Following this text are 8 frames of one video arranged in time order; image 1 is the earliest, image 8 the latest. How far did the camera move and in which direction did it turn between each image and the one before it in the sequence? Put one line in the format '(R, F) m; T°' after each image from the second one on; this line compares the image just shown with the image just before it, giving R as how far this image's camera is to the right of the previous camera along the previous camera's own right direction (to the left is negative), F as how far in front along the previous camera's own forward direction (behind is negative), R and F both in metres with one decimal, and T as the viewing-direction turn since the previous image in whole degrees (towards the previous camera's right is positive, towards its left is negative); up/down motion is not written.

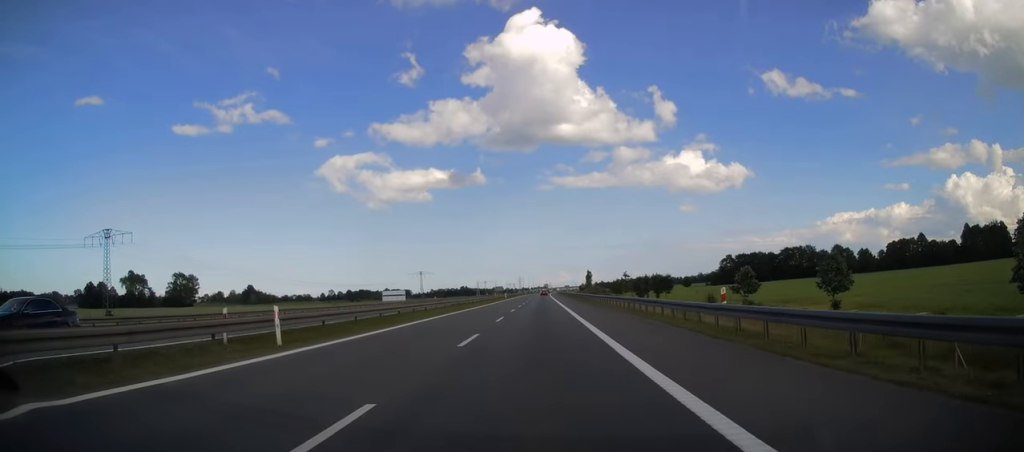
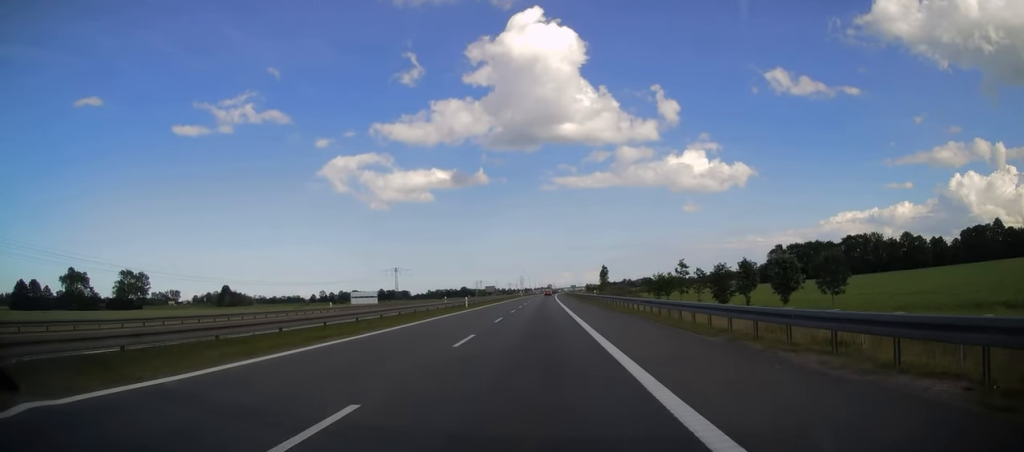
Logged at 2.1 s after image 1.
(+0.8, +59.3) m; +1°
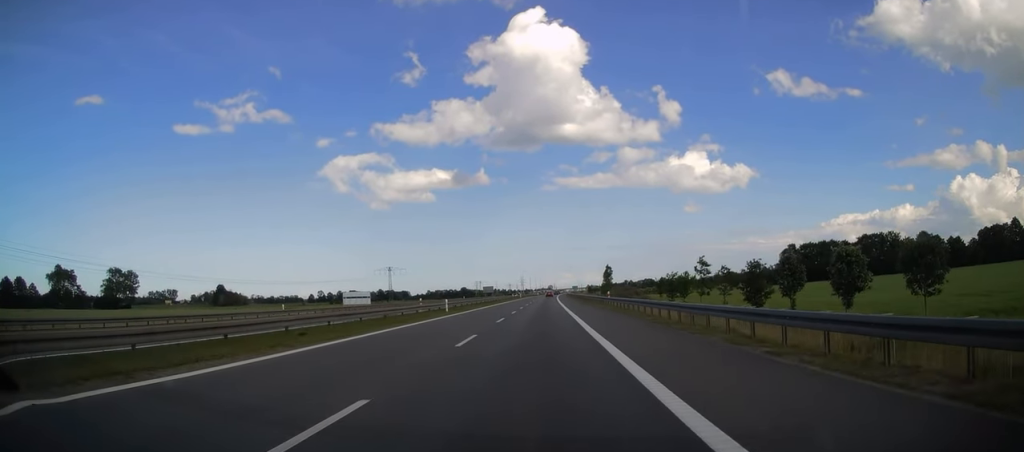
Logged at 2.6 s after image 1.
(-0.2, +11.6) m; 0°
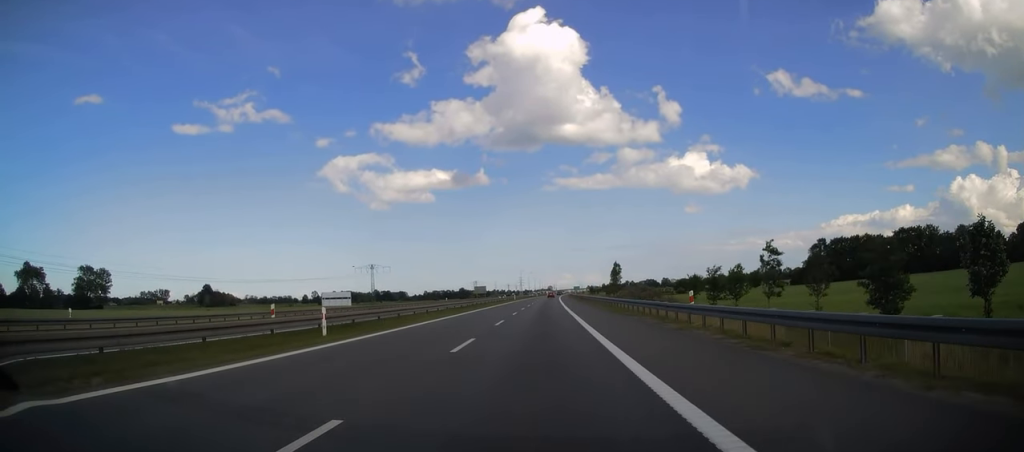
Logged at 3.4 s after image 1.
(-0.2, +25.0) m; 0°
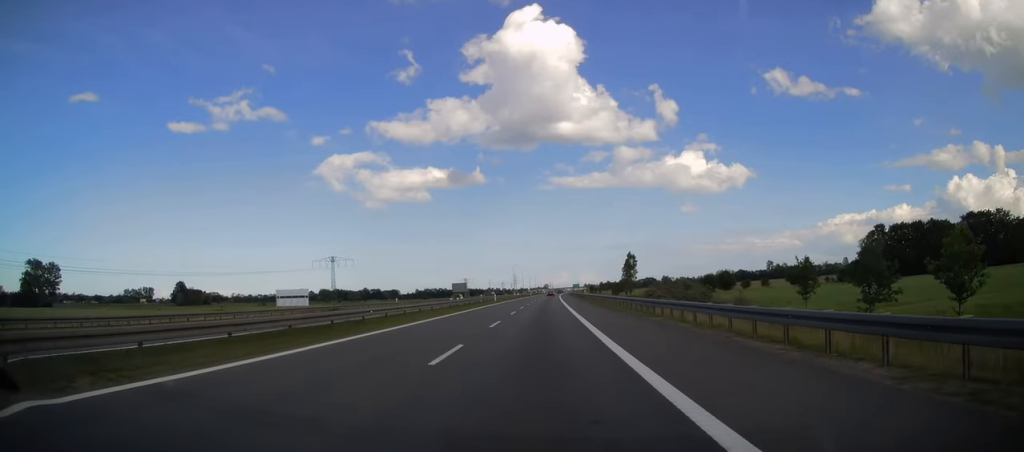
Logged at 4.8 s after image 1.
(+0.5, +38.5) m; +1°
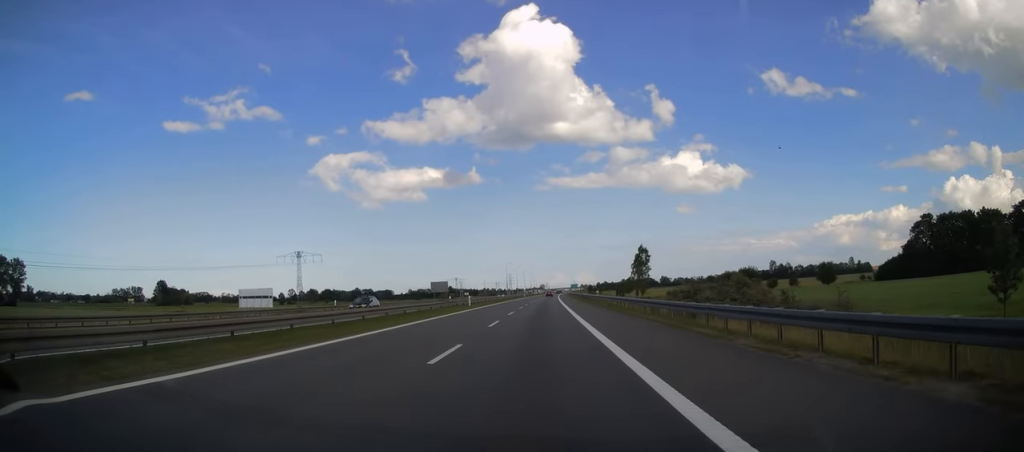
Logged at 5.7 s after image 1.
(-0.2, +23.6) m; 0°
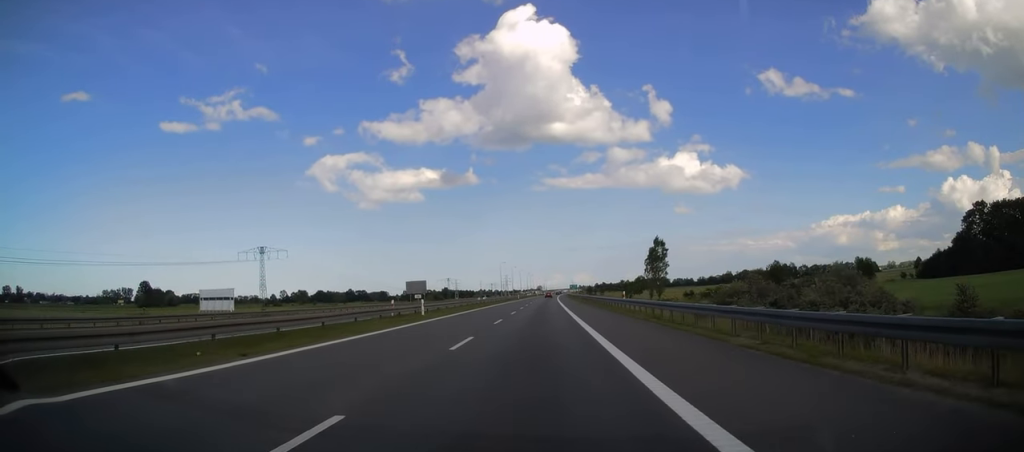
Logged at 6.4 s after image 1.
(0.0, +20.9) m; 0°
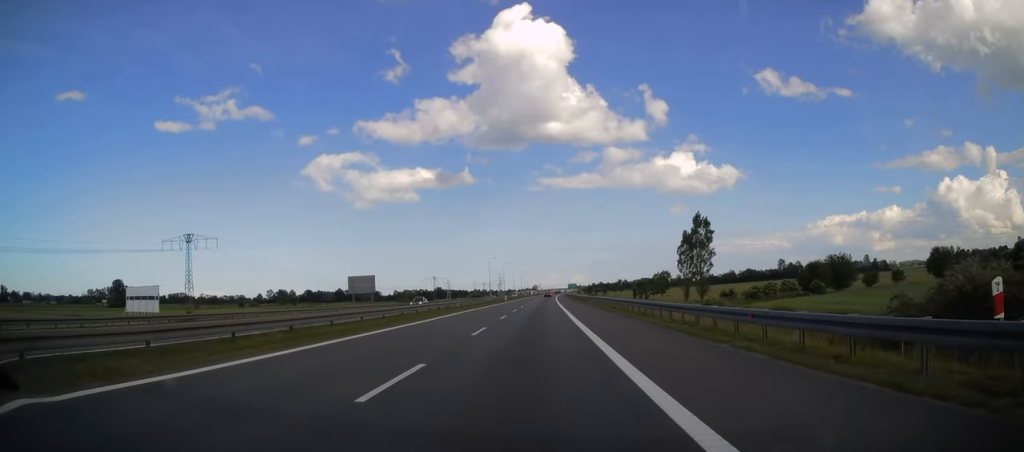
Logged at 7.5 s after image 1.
(+0.3, +30.6) m; +1°
